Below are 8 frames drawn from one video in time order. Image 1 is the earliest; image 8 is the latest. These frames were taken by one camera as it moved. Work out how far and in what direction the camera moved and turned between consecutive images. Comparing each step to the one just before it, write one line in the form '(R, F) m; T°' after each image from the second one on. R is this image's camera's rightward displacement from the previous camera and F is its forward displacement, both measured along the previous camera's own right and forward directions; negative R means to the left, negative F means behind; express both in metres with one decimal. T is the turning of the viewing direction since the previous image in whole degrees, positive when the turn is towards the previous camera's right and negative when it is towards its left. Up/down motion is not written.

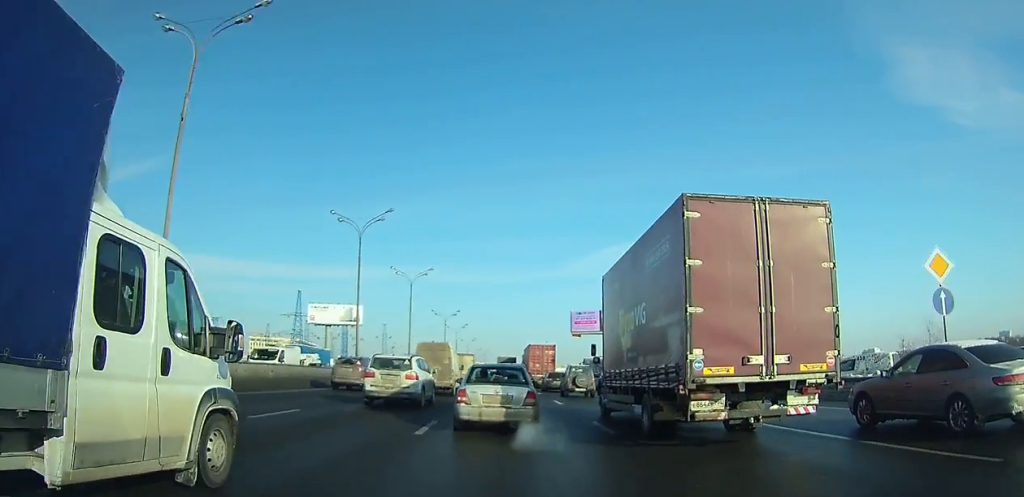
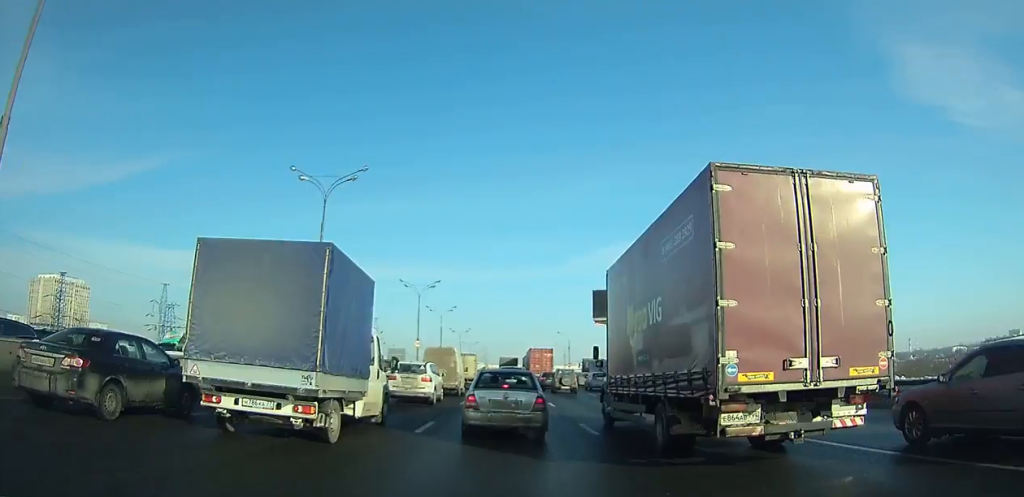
(-0.4, +29.0) m; -1°
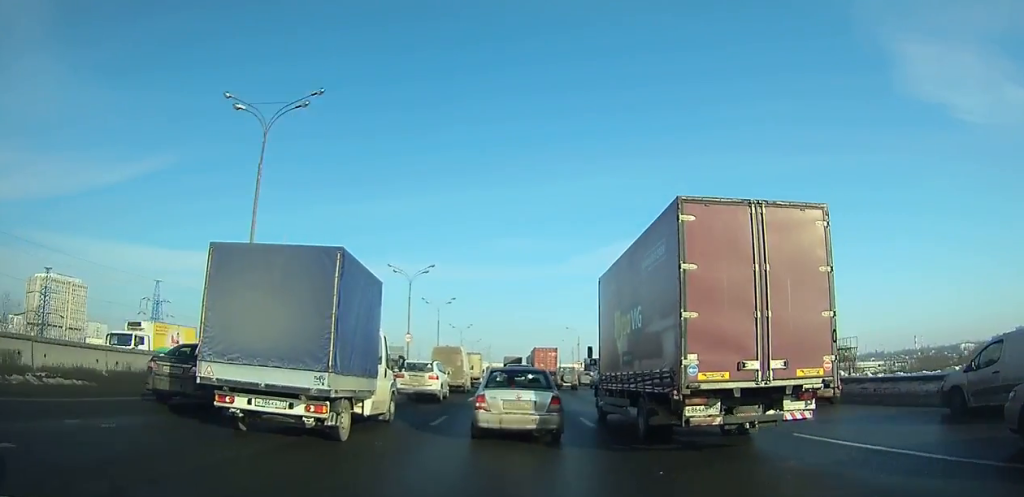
(+0.1, +8.9) m; 0°
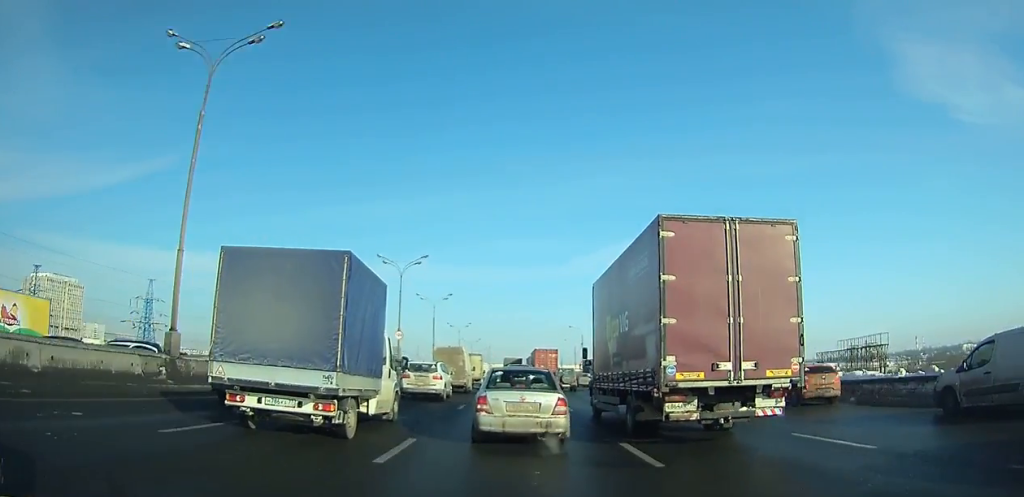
(0.0, +5.1) m; 0°
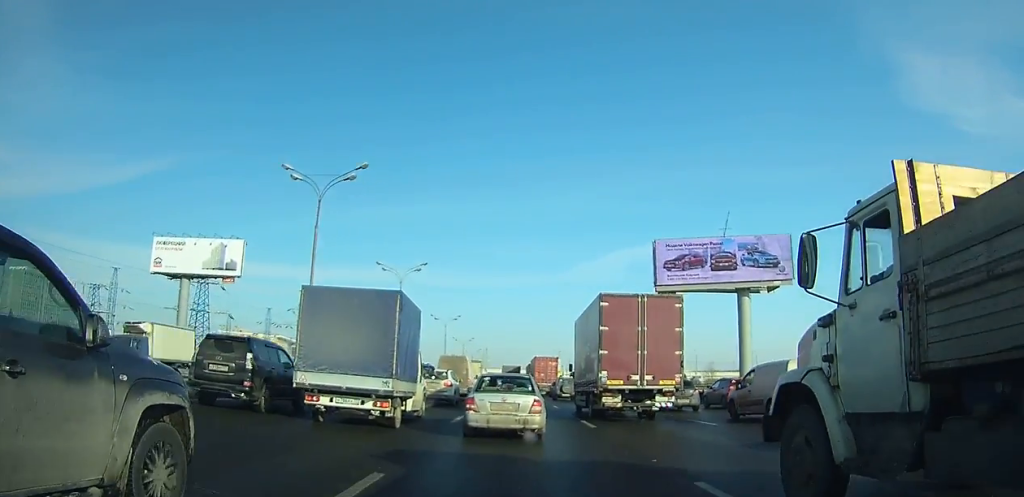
(0.0, +26.3) m; 0°
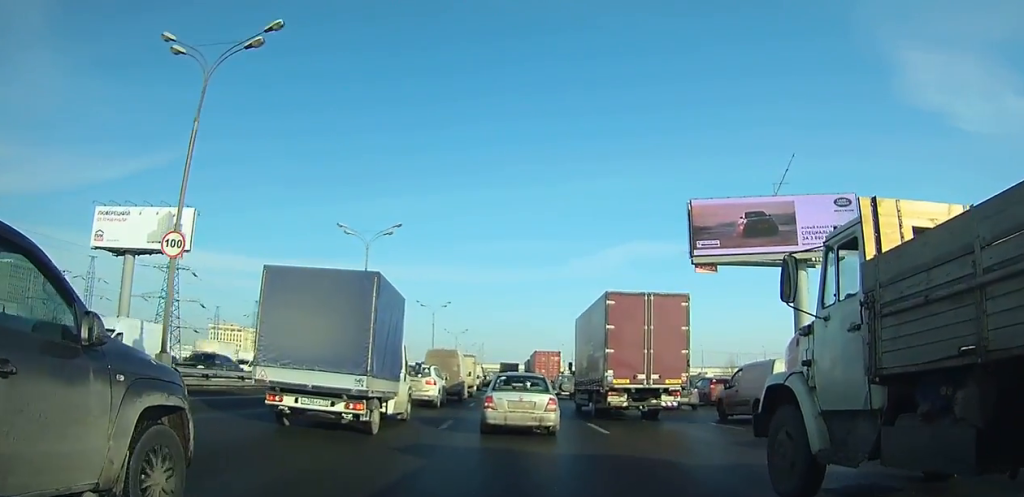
(0.0, +13.1) m; 0°
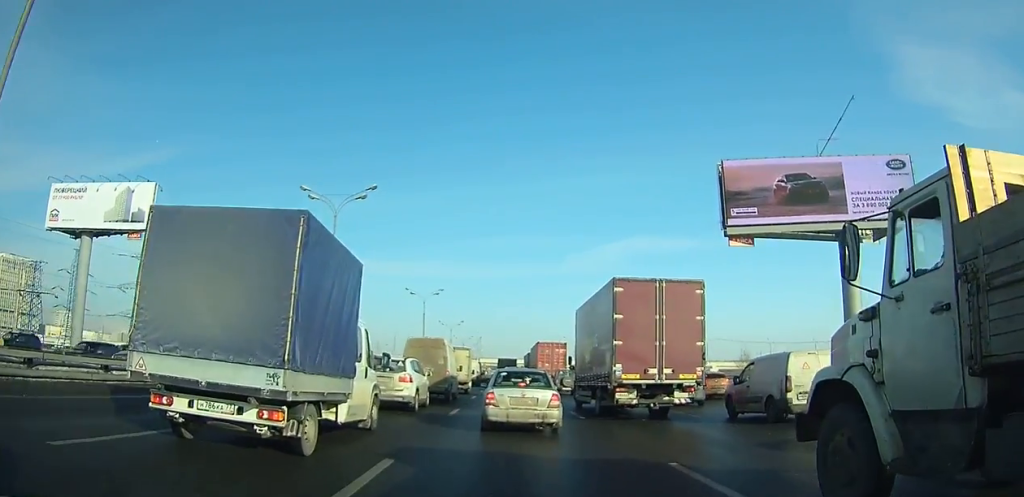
(0.0, +8.0) m; 0°
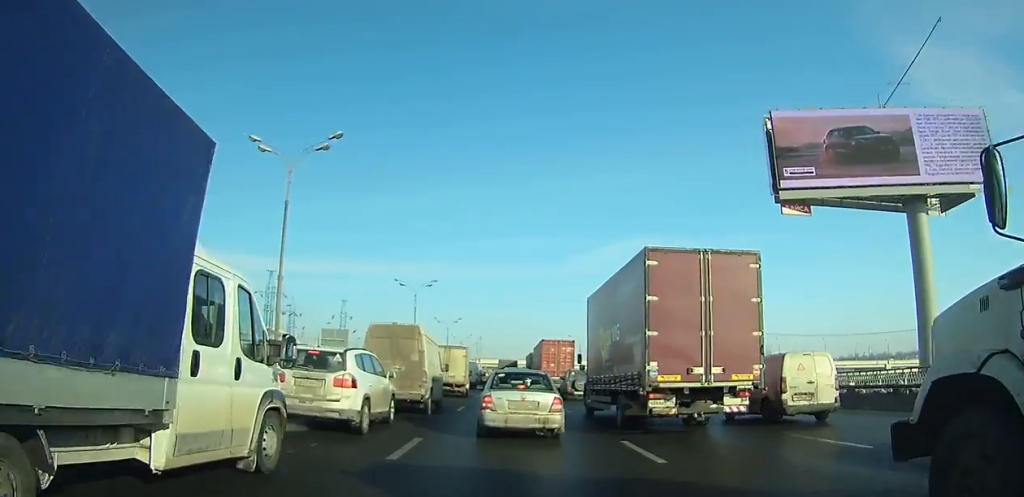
(0.0, +8.4) m; 0°
